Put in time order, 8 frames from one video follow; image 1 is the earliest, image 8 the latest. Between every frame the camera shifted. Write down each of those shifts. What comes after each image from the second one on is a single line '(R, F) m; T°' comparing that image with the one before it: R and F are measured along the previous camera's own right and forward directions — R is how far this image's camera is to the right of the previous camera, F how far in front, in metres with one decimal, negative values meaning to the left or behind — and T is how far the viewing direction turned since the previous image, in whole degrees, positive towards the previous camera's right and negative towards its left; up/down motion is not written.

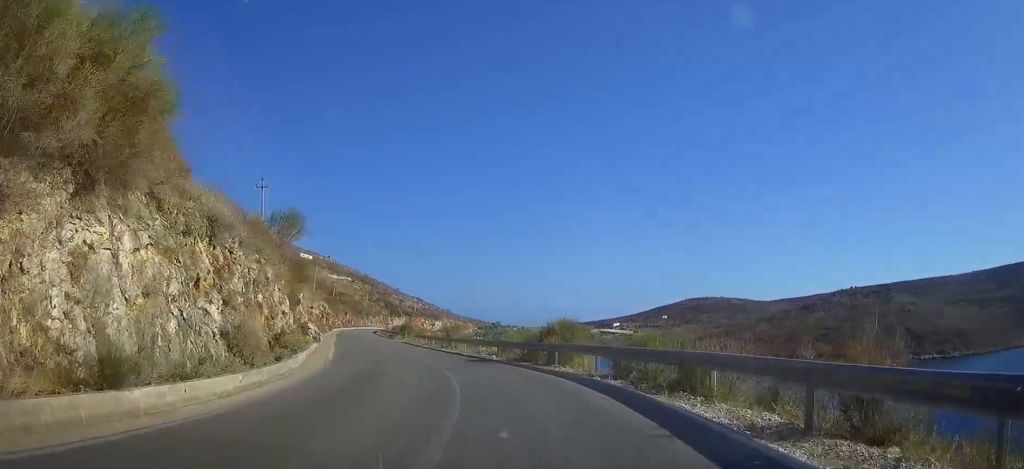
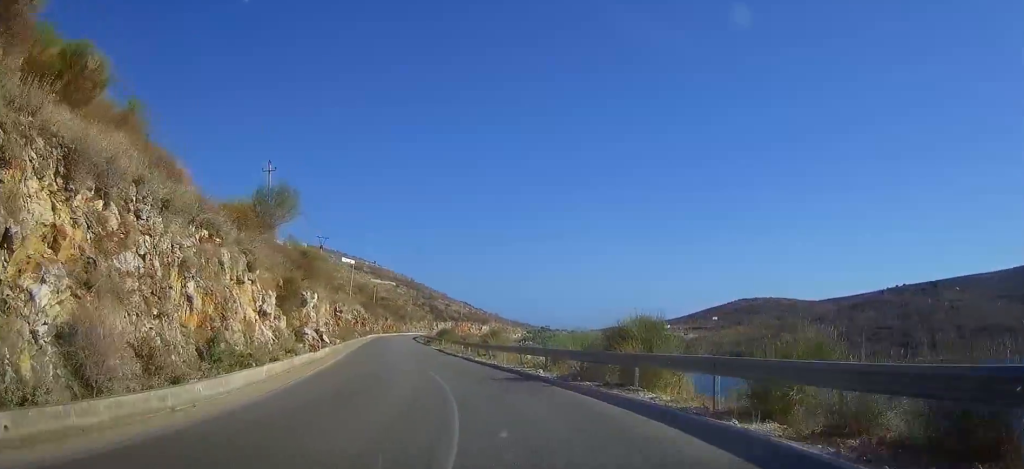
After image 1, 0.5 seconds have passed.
(-0.1, +8.7) m; -2°
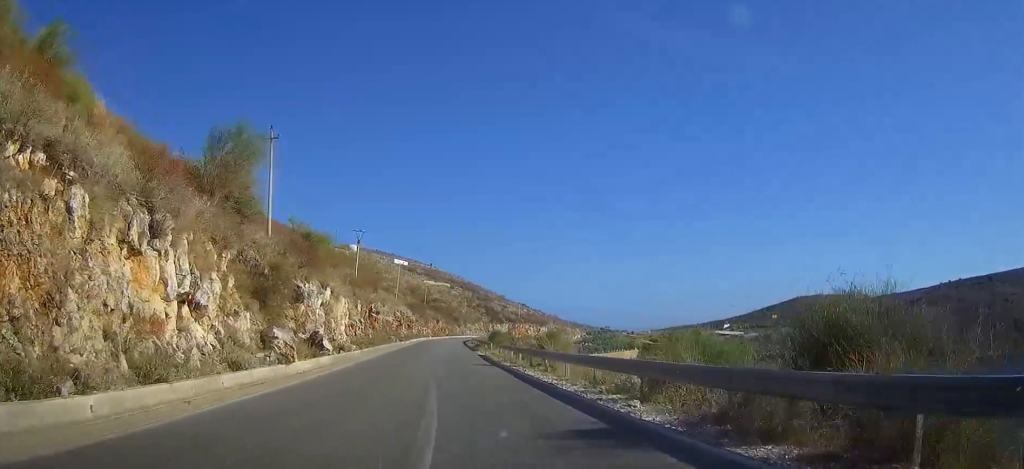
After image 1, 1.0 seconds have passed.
(+0.3, +10.2) m; -4°
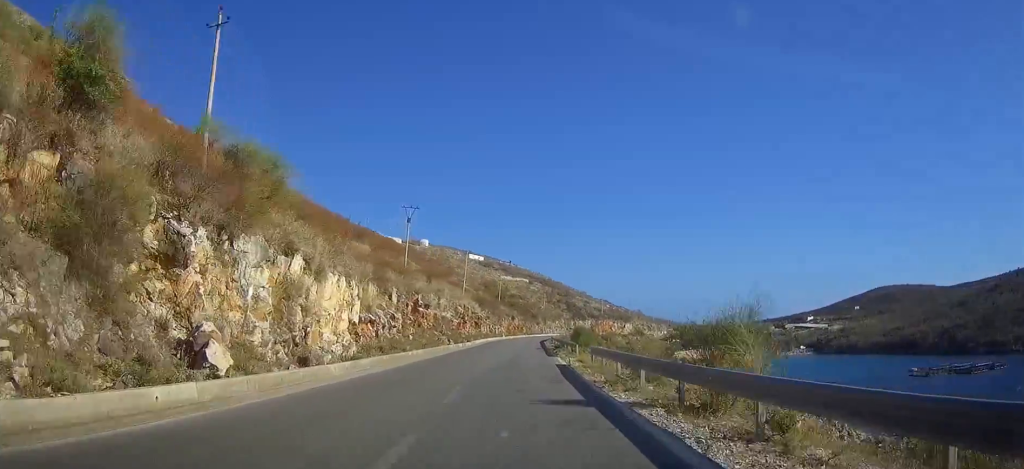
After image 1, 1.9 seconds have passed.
(-1.3, +16.9) m; -6°
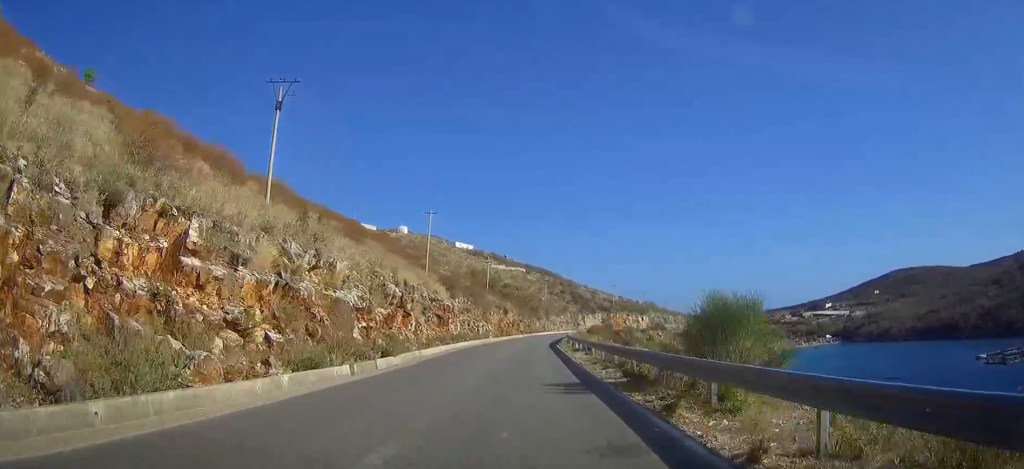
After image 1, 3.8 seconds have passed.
(-1.9, +38.3) m; -3°
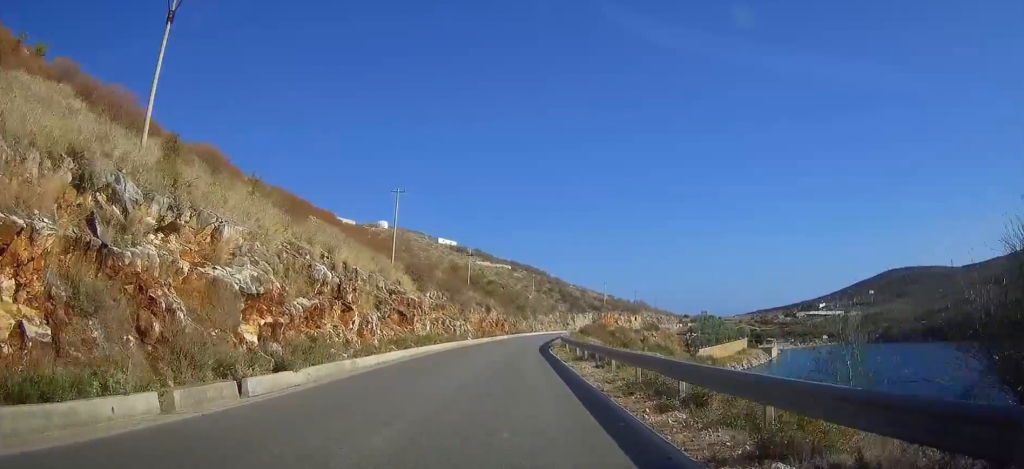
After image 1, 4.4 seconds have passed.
(0.0, +12.0) m; 0°
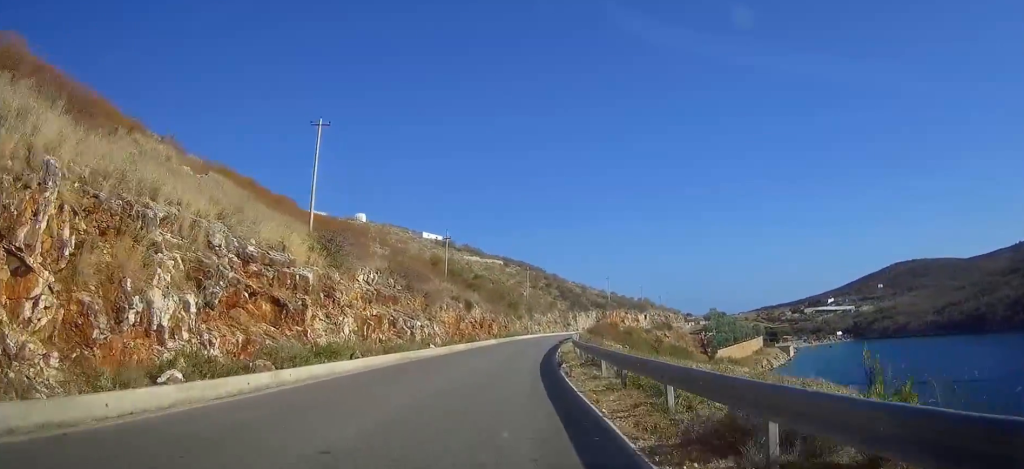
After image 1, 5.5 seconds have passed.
(0.0, +21.7) m; 0°
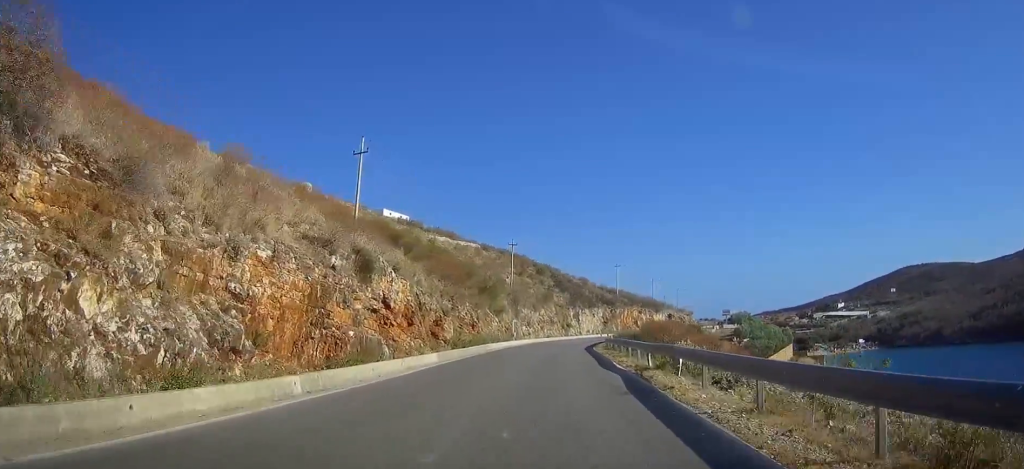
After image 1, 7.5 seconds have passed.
(+0.3, +40.7) m; +2°
